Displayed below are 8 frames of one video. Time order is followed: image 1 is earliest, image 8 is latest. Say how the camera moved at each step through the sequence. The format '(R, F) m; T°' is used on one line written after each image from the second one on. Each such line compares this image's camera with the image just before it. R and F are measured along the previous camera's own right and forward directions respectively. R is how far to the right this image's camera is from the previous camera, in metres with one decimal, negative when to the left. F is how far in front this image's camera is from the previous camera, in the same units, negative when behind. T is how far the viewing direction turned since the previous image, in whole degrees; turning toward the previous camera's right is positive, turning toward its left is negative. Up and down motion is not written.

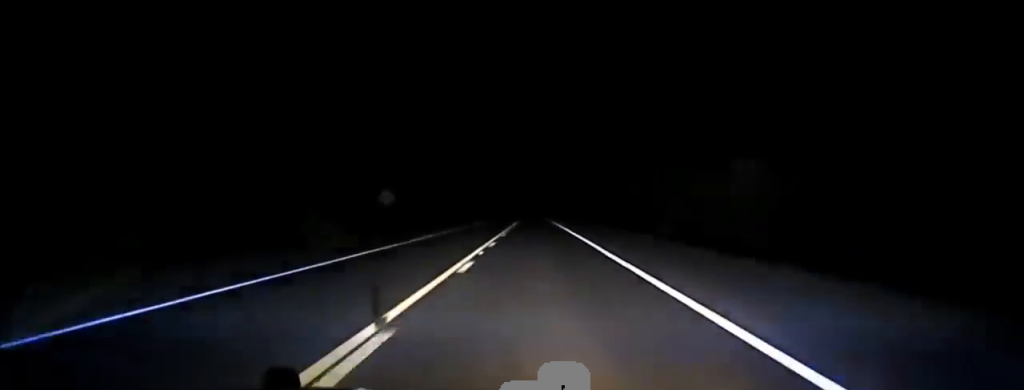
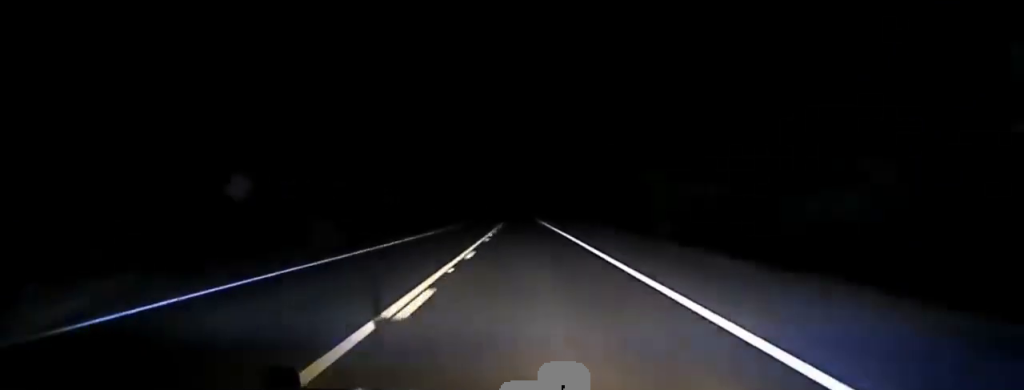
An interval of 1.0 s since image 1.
(+0.4, +31.5) m; +1°
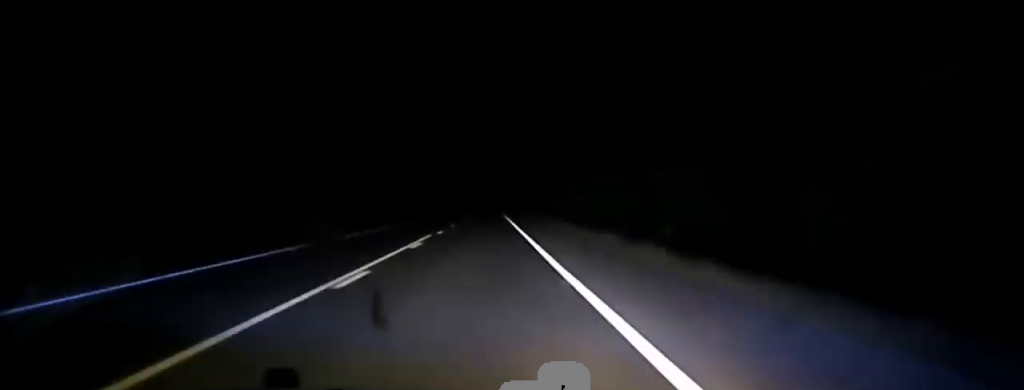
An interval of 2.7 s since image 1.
(+0.3, +45.1) m; +1°
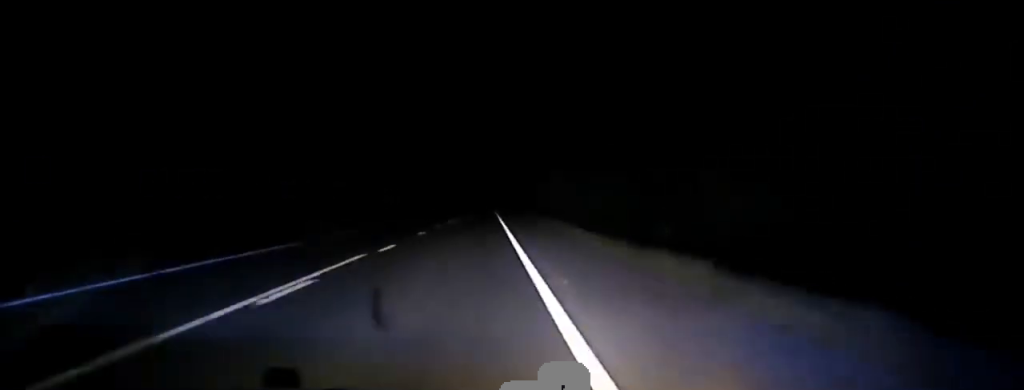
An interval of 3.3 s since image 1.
(0.0, +14.1) m; +1°
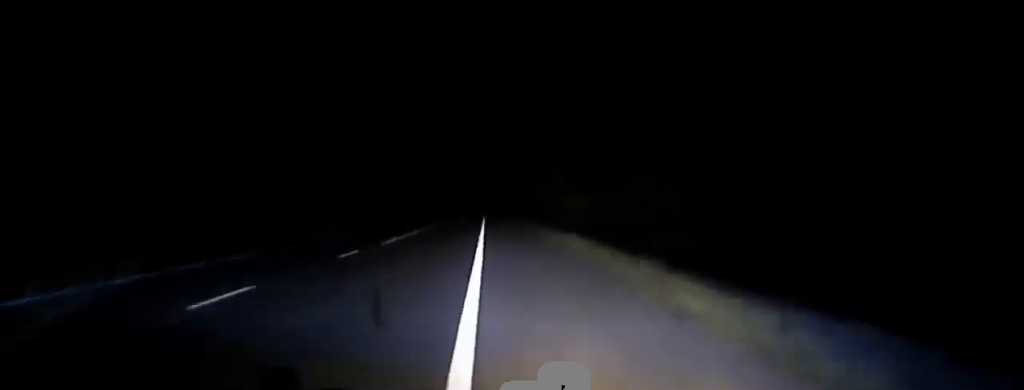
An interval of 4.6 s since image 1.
(+0.4, +23.8) m; +2°
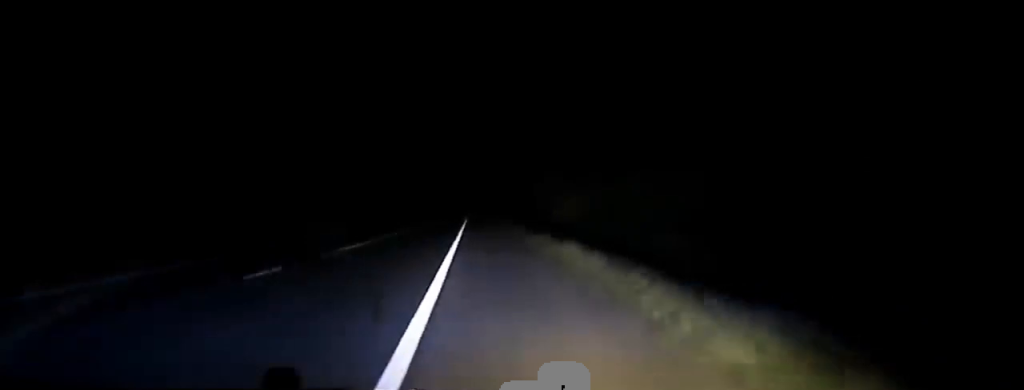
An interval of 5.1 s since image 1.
(0.0, +6.2) m; 0°
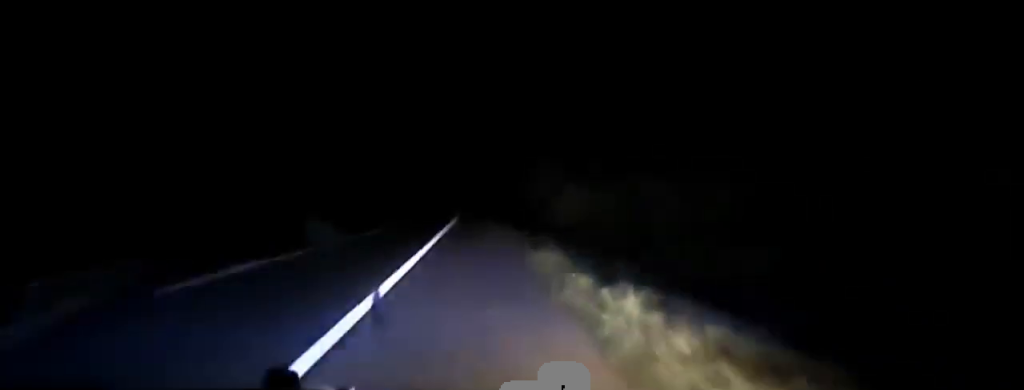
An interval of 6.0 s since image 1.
(0.0, +10.3) m; -2°
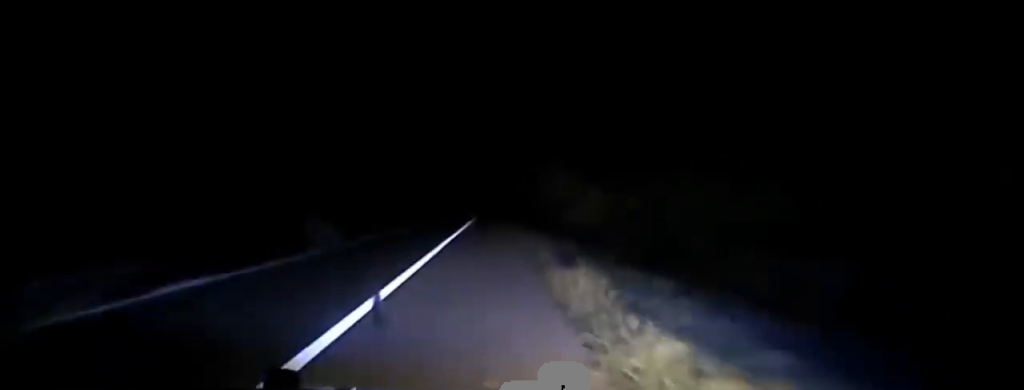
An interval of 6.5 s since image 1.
(-0.2, +3.7) m; -2°
